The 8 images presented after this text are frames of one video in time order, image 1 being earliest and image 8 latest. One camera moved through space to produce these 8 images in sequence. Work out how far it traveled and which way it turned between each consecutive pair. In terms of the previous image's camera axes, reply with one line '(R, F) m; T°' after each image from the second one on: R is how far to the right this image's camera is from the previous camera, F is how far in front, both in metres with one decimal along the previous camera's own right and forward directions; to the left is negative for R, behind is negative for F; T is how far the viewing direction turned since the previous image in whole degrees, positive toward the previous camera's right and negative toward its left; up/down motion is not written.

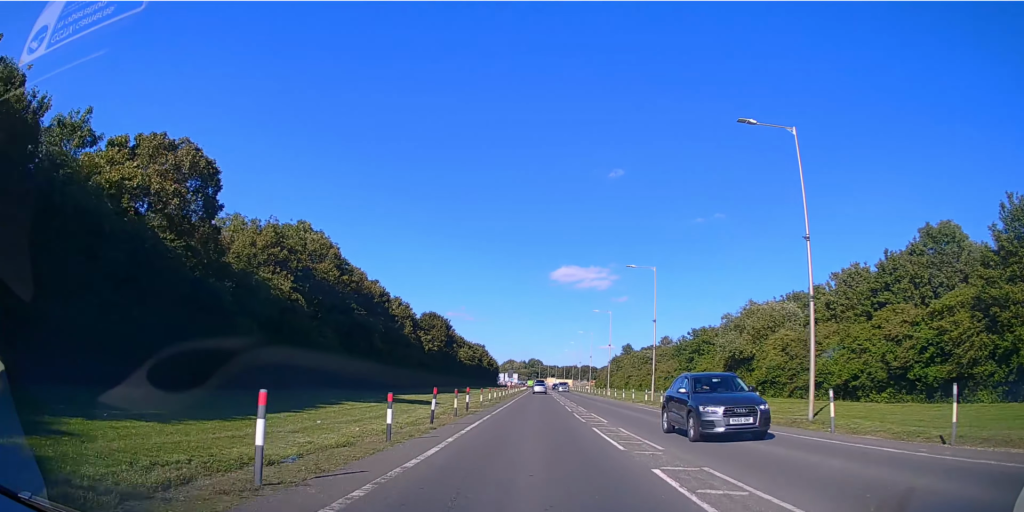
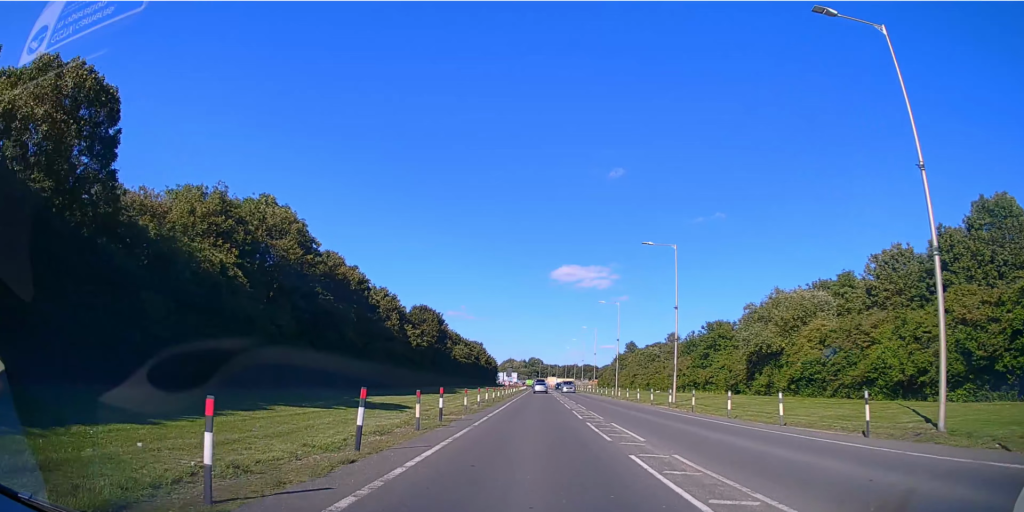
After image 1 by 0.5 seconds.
(0.0, +7.2) m; 0°
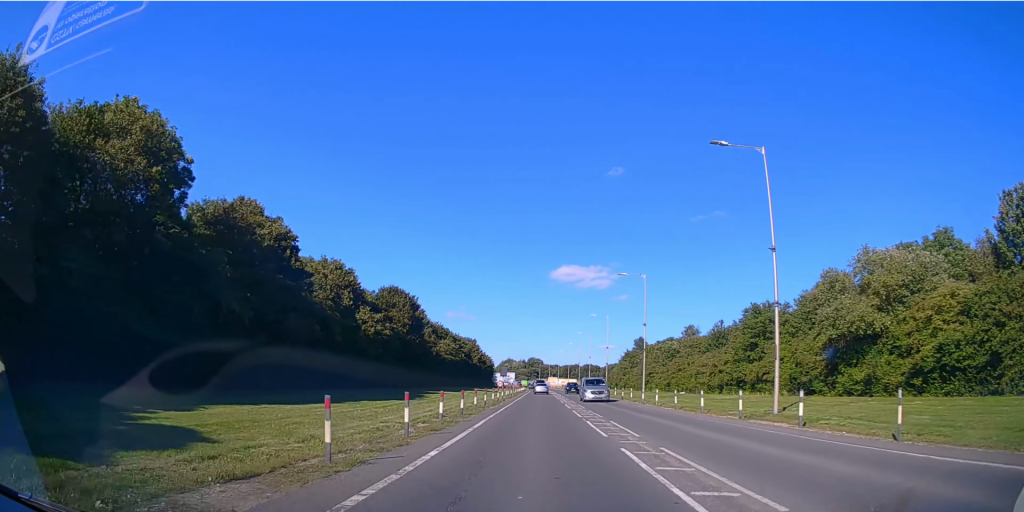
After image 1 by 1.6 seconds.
(0.0, +16.4) m; 0°
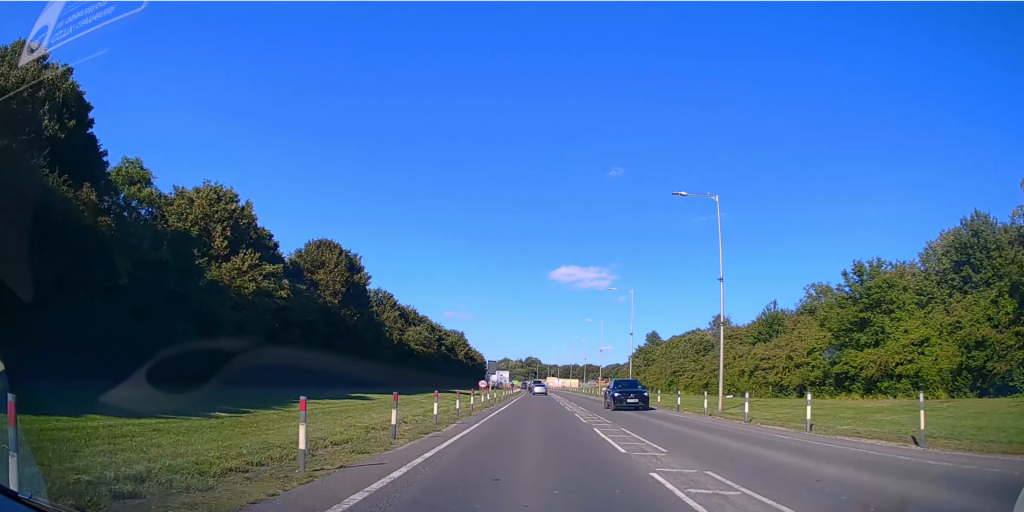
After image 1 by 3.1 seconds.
(0.0, +21.1) m; 0°
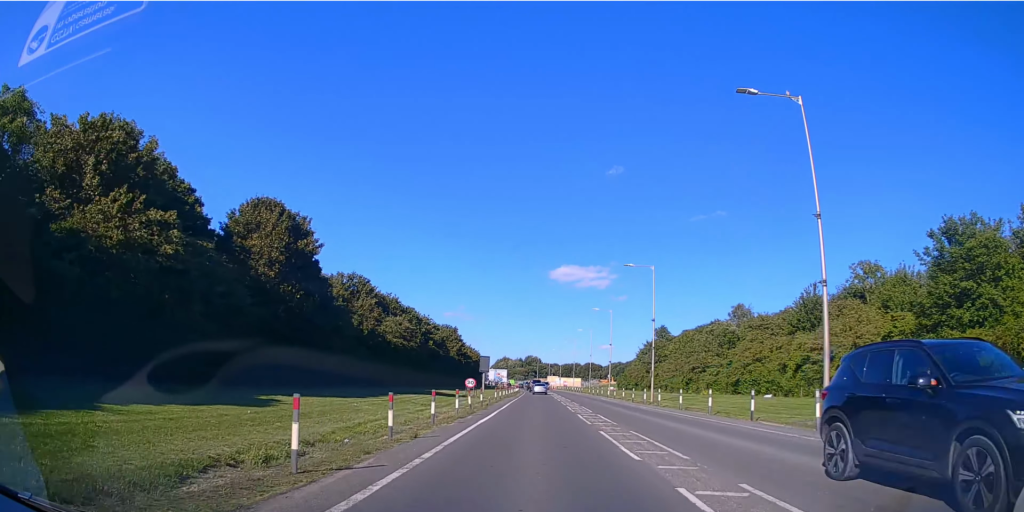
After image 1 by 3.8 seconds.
(0.0, +10.4) m; 0°
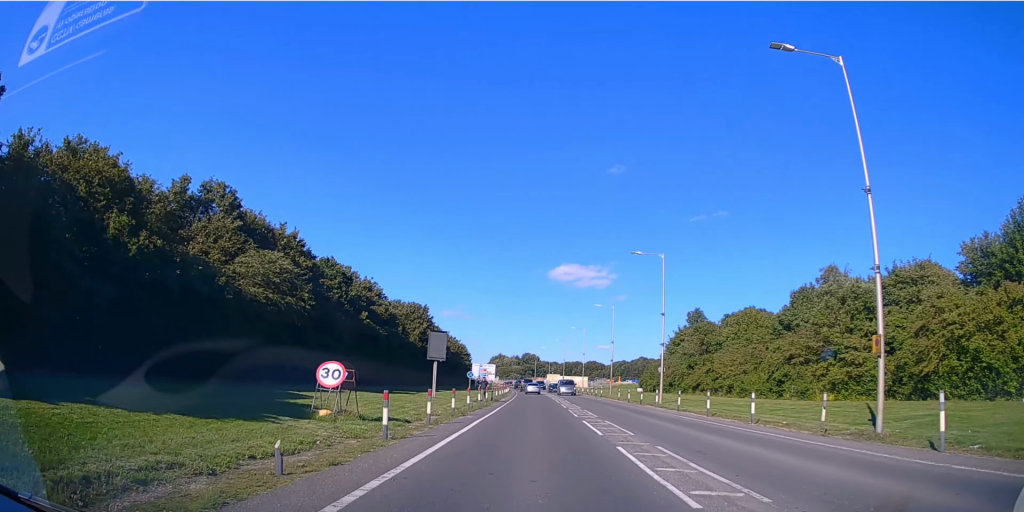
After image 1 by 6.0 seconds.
(+0.1, +28.2) m; 0°
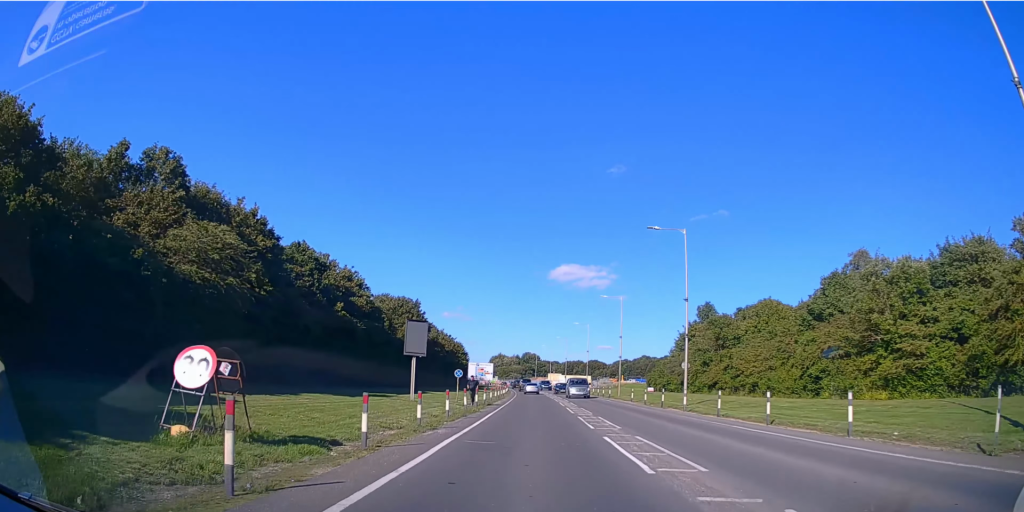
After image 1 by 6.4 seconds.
(0.0, +5.7) m; 0°
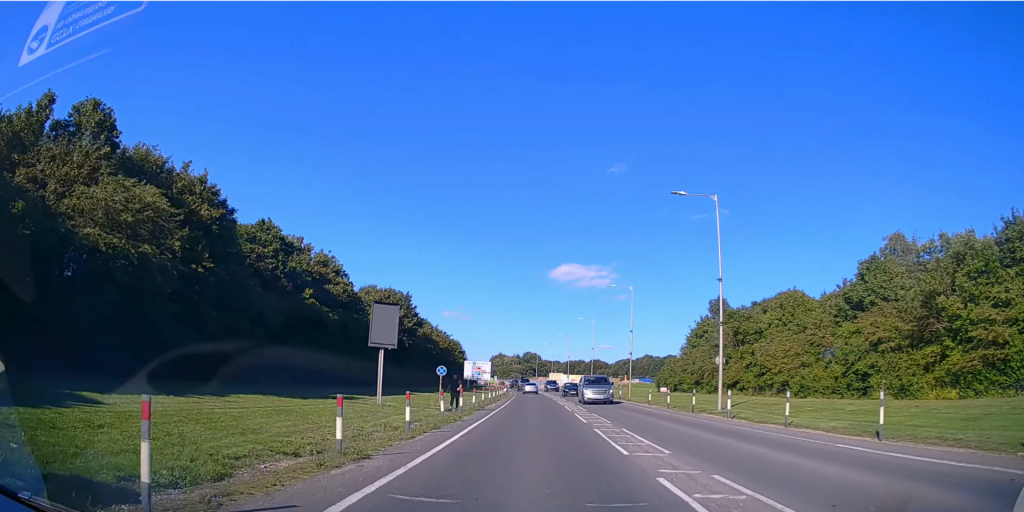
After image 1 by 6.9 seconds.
(0.0, +5.2) m; 0°
